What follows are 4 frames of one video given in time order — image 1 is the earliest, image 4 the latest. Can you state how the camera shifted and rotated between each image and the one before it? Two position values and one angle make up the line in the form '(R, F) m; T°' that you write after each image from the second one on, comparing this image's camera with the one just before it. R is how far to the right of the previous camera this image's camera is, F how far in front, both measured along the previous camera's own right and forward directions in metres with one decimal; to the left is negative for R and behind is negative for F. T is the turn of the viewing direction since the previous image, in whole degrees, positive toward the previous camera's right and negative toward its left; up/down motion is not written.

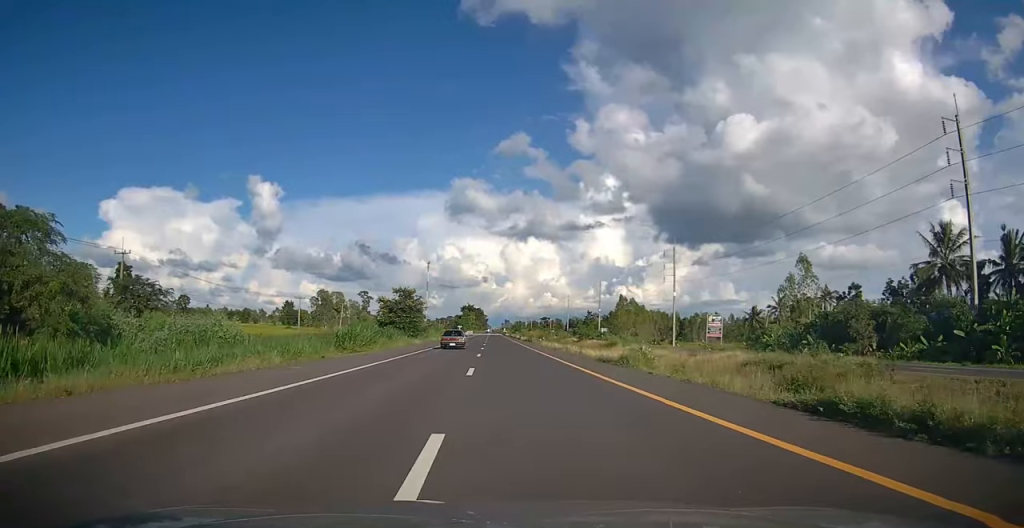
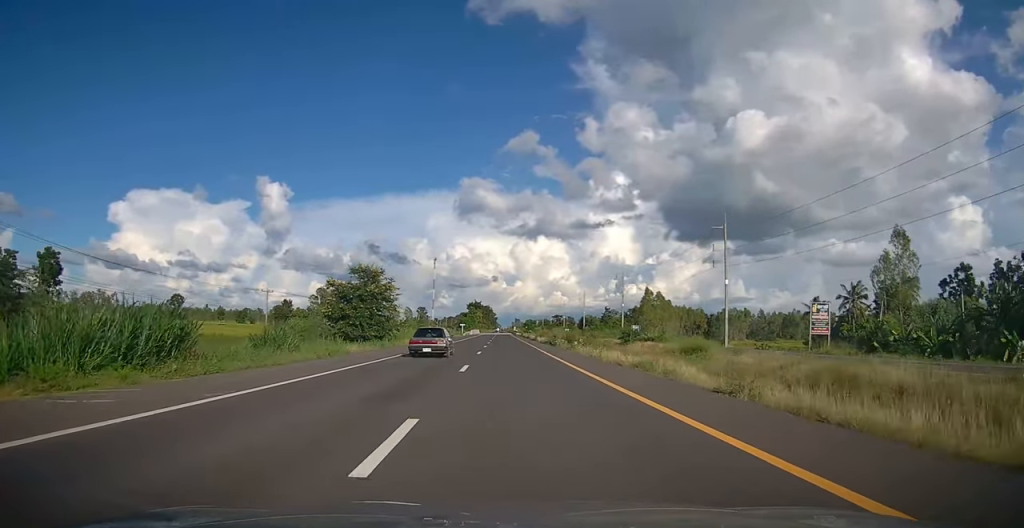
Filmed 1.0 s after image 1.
(+0.1, +22.8) m; 0°
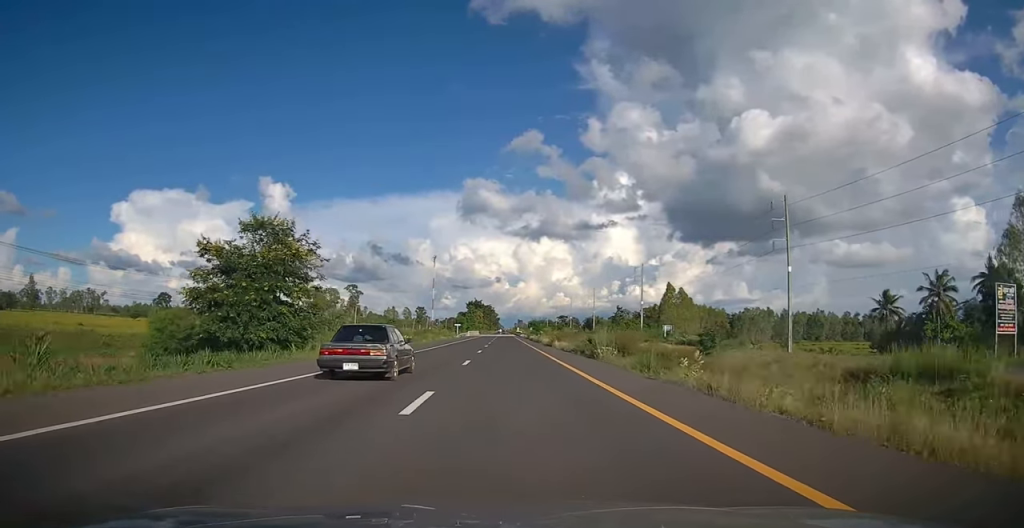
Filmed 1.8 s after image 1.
(-0.1, +20.5) m; 0°
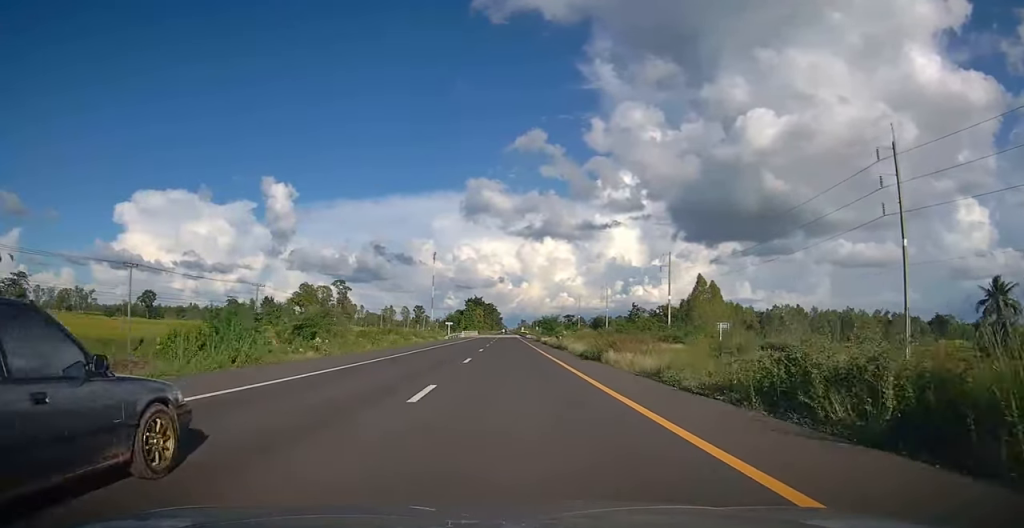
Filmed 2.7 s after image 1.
(-0.1, +22.5) m; -1°
